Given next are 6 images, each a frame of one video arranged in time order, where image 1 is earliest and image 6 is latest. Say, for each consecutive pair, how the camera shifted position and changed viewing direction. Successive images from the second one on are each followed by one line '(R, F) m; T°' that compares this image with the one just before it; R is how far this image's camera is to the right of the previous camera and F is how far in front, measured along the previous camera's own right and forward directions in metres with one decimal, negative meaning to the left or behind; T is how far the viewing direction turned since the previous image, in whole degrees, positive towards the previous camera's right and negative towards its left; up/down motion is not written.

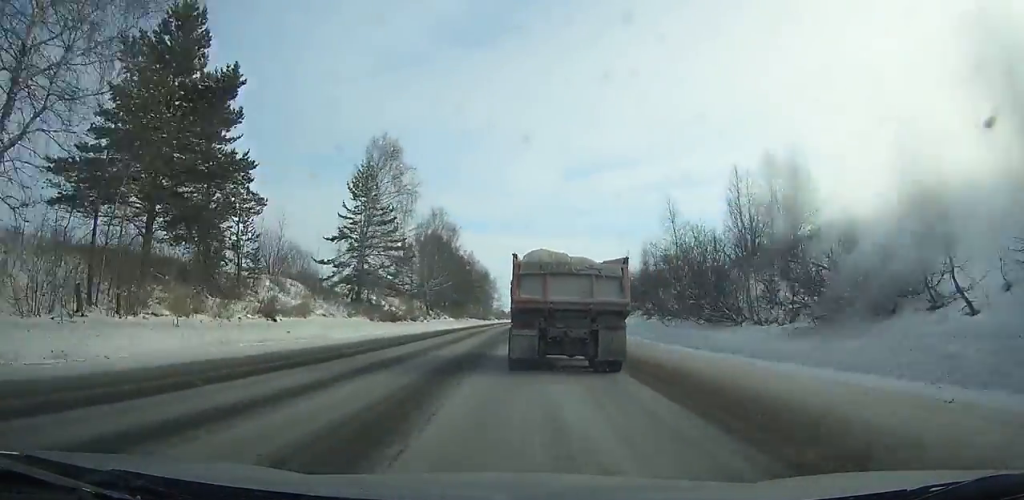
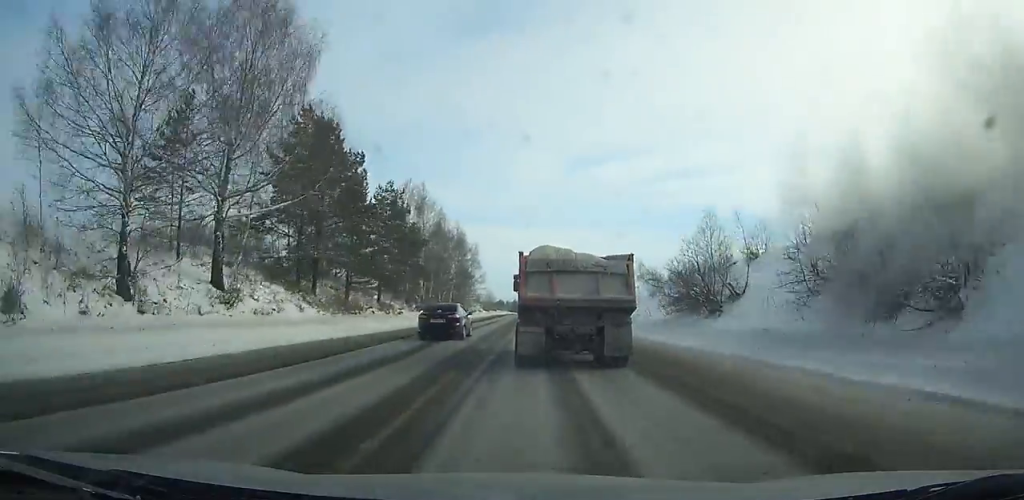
(+0.2, +61.0) m; +1°
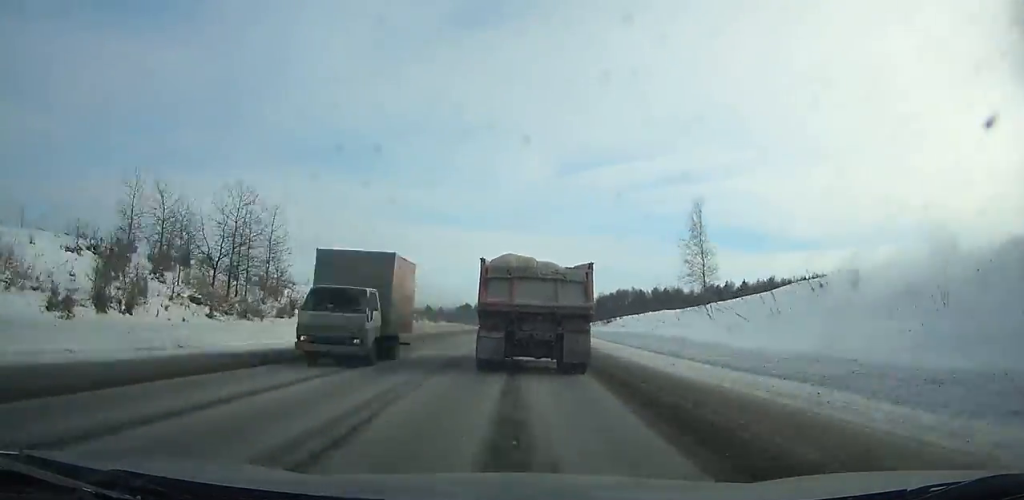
(+1.9, +161.7) m; +1°
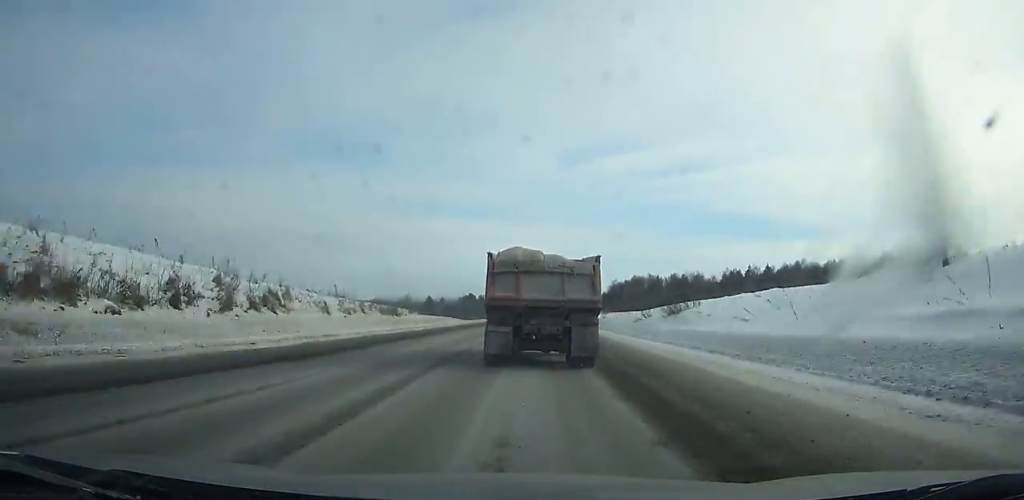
(0.0, +29.7) m; 0°
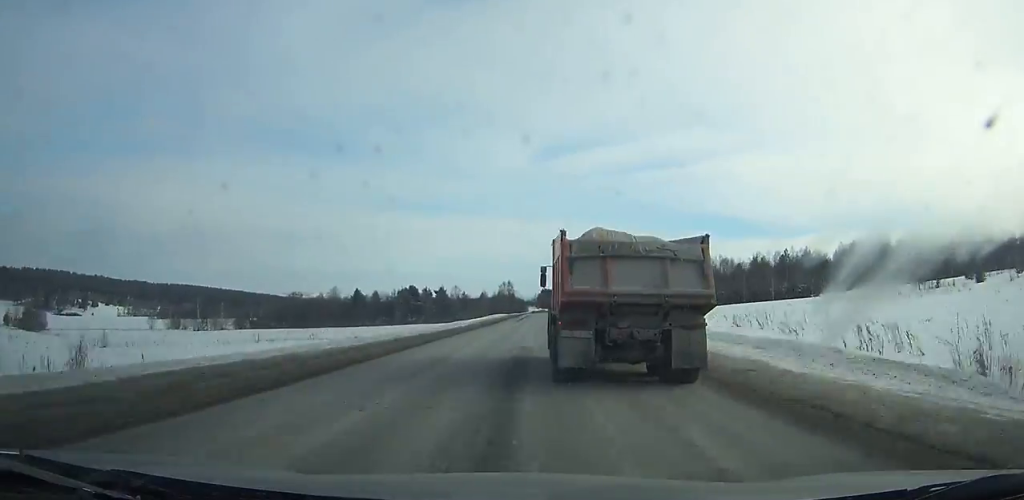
(+1.3, +105.2) m; +3°
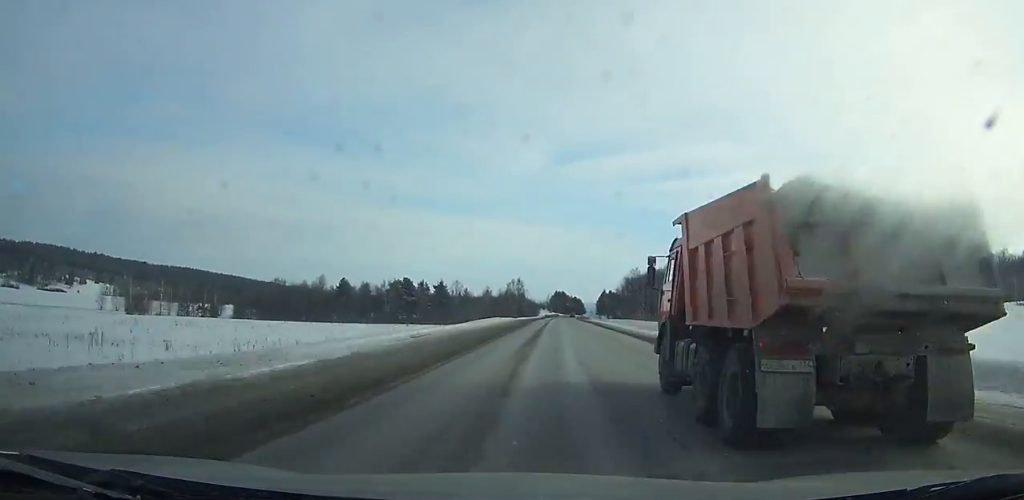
(+0.7, +41.9) m; +1°
